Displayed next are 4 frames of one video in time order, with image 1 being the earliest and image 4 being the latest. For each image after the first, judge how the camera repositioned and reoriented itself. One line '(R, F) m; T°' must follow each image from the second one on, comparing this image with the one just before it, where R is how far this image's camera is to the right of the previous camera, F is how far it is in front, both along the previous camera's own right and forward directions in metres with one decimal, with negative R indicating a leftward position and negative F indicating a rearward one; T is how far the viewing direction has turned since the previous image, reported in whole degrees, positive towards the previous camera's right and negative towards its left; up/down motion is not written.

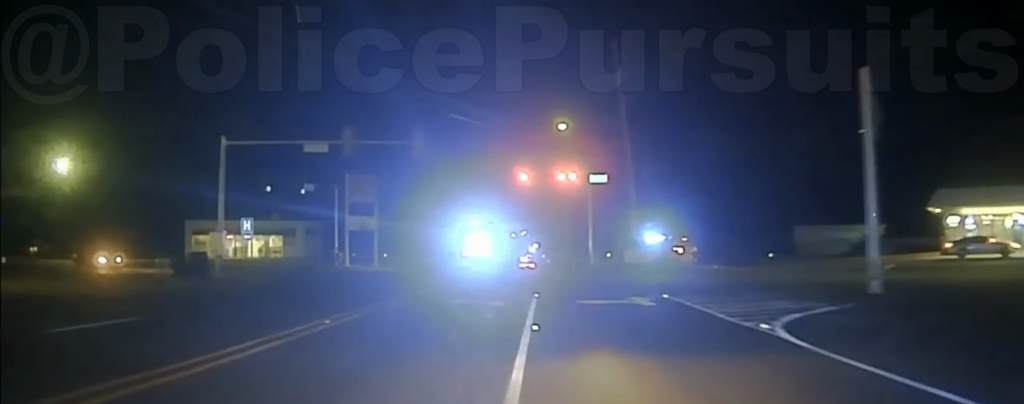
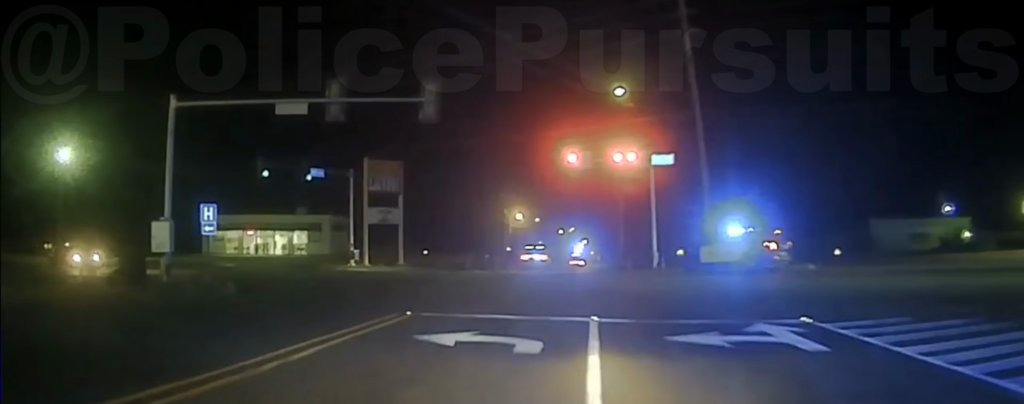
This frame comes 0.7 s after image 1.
(-0.2, +11.0) m; -2°
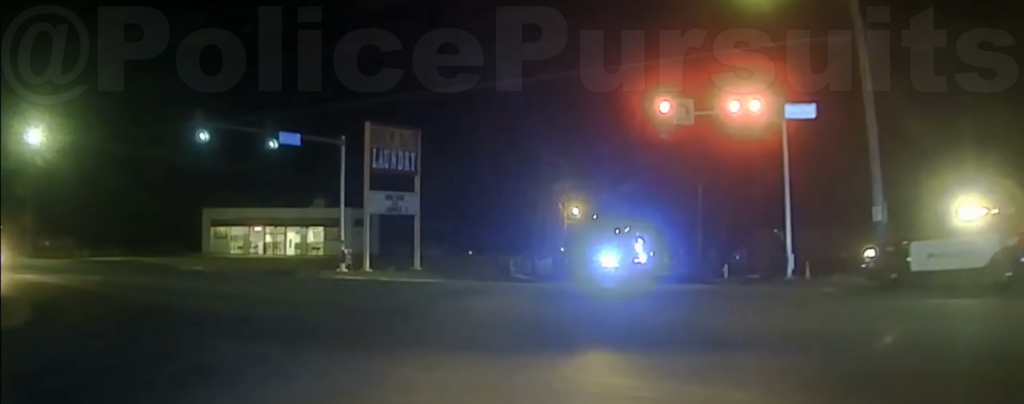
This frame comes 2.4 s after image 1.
(-0.8, +18.3) m; -5°
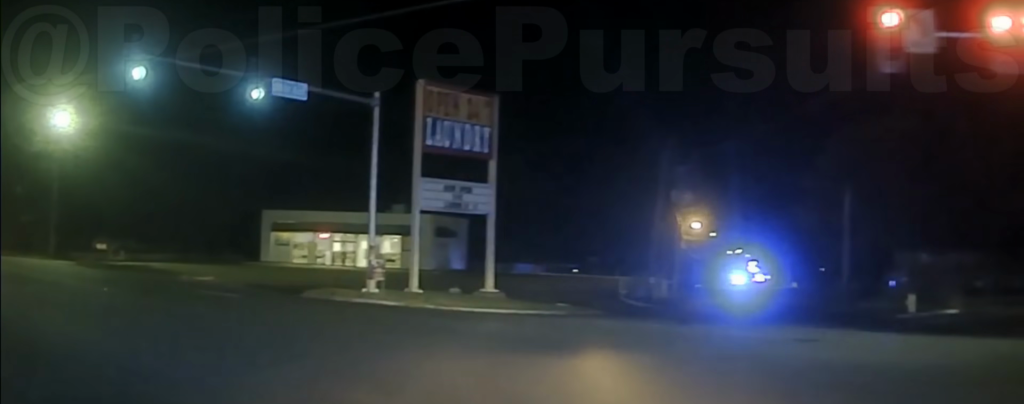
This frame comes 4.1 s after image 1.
(-1.1, +13.9) m; -10°
